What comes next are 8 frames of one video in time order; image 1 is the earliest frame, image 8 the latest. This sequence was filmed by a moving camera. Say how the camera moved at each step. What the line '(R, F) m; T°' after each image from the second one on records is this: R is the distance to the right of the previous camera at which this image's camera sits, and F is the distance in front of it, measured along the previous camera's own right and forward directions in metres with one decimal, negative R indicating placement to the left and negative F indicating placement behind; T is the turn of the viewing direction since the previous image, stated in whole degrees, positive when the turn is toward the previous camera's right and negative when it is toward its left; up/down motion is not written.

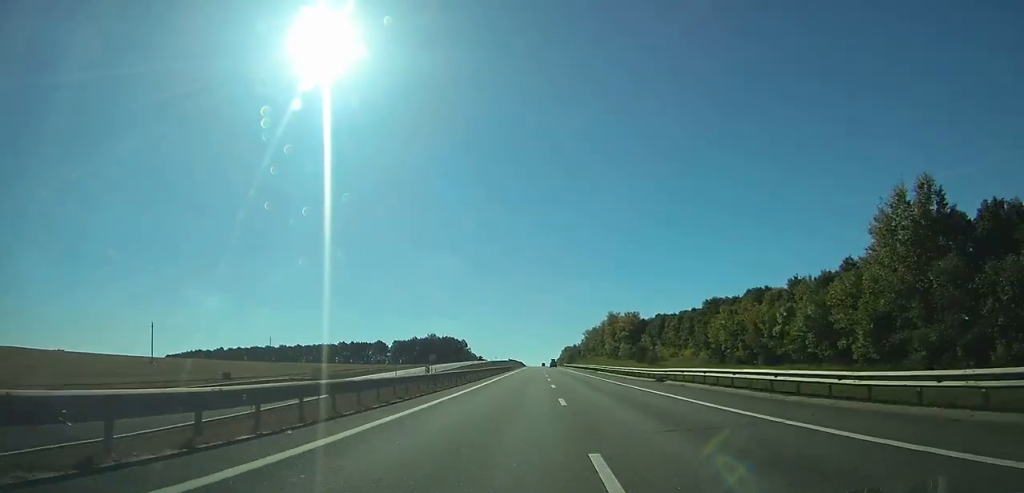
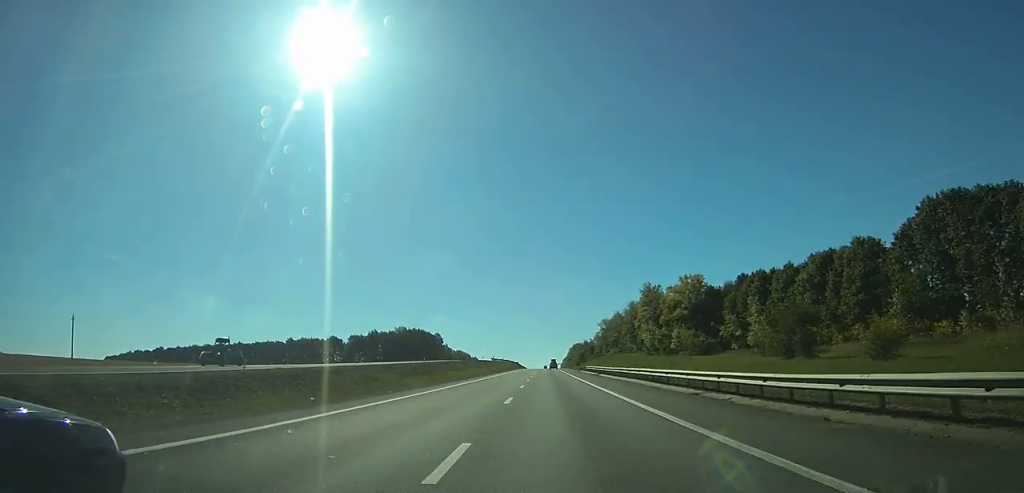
(0.0, +94.9) m; 0°
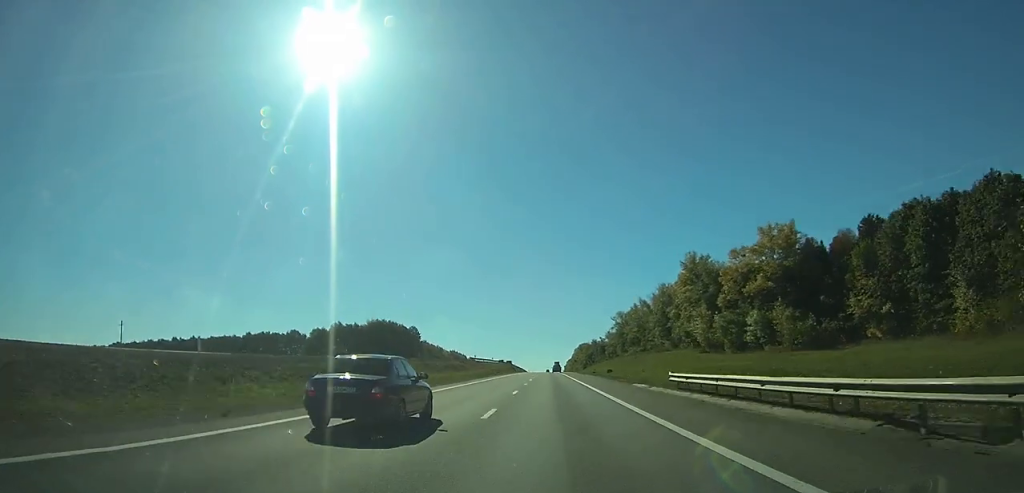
(-0.1, +52.2) m; 0°
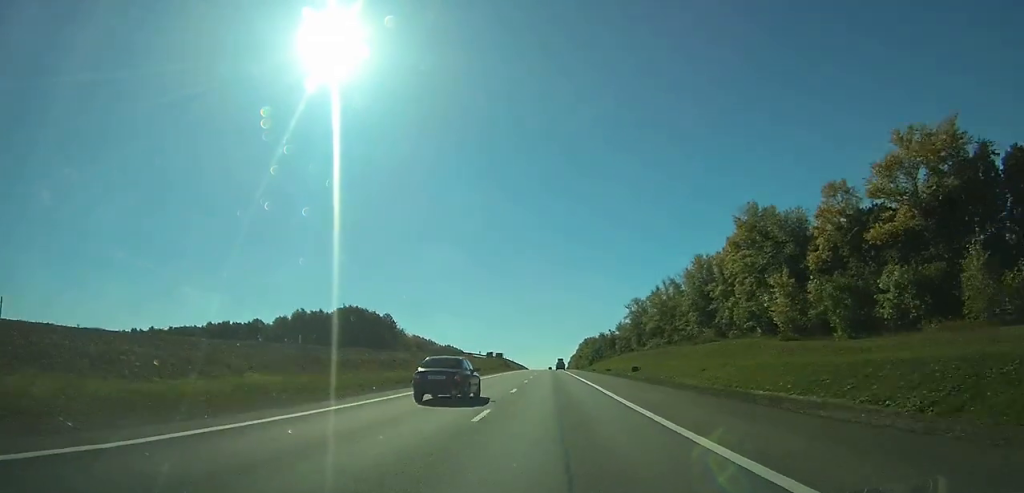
(-0.1, +37.3) m; 0°
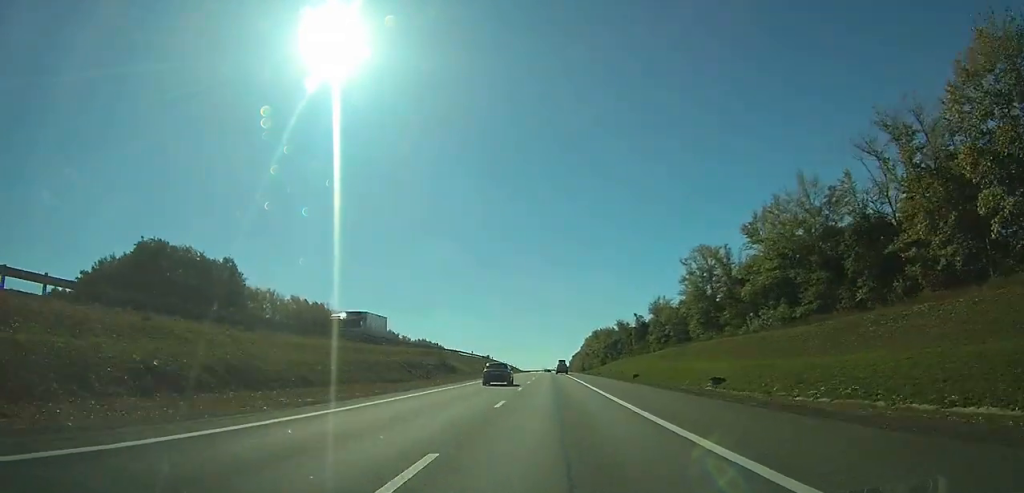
(-0.7, +91.3) m; -1°
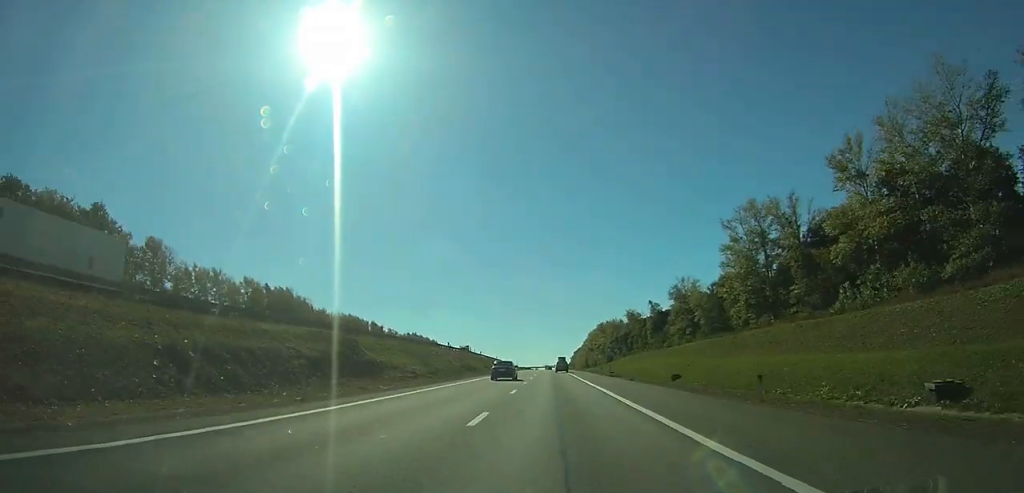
(0.0, +29.8) m; 0°
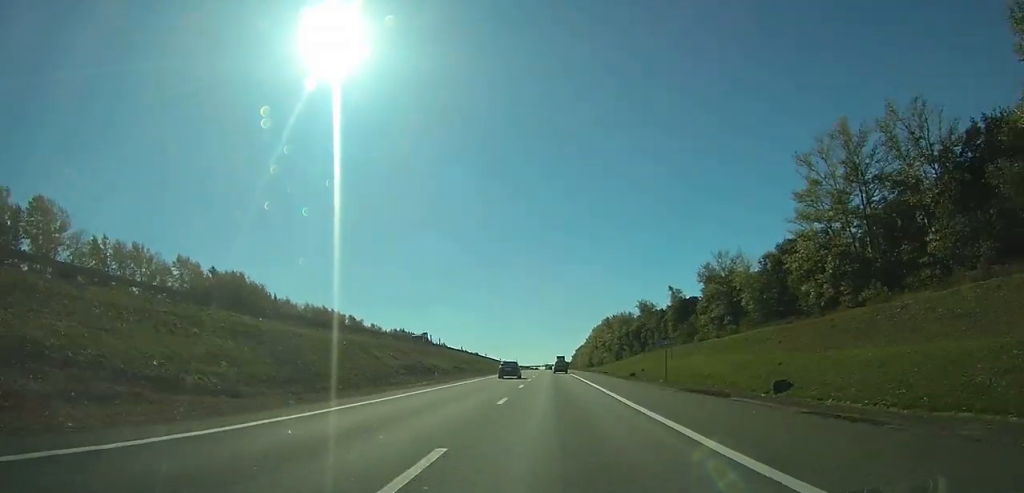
(0.0, +29.9) m; 0°
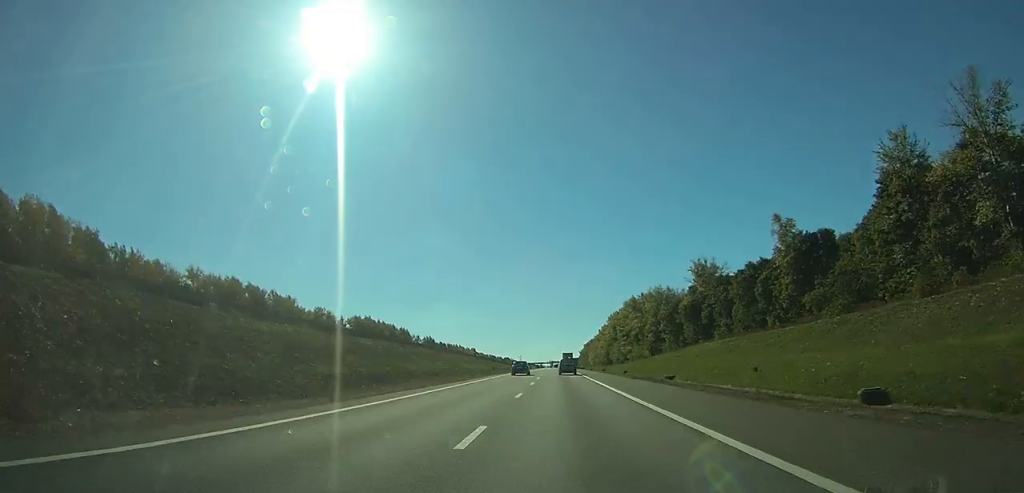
(0.0, +69.4) m; 0°
